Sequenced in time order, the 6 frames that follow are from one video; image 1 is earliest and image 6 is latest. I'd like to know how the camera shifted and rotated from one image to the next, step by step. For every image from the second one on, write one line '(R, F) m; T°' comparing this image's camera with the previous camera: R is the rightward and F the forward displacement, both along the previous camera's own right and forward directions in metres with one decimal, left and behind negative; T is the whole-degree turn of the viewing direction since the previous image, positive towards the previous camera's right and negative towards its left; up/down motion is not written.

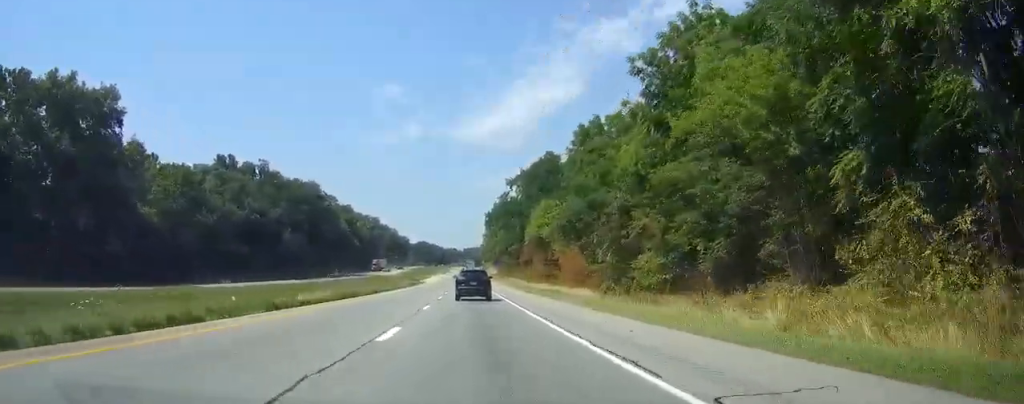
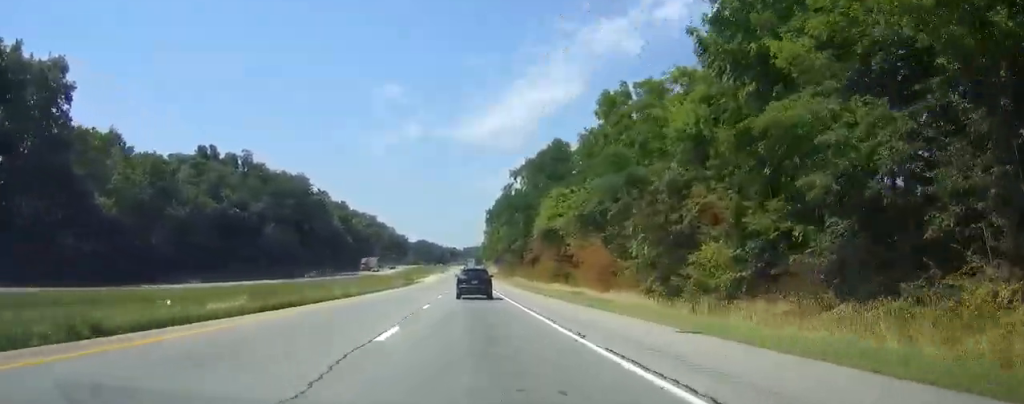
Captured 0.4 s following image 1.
(0.0, +12.5) m; 0°
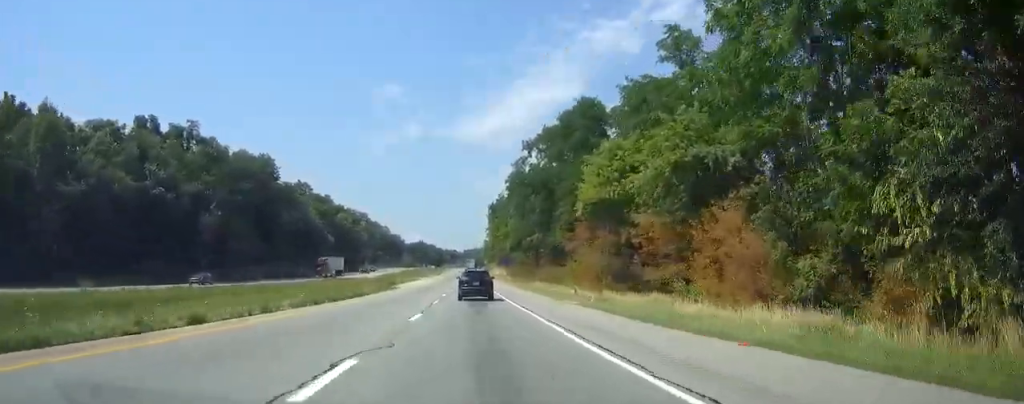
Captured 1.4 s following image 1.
(0.0, +30.9) m; 0°
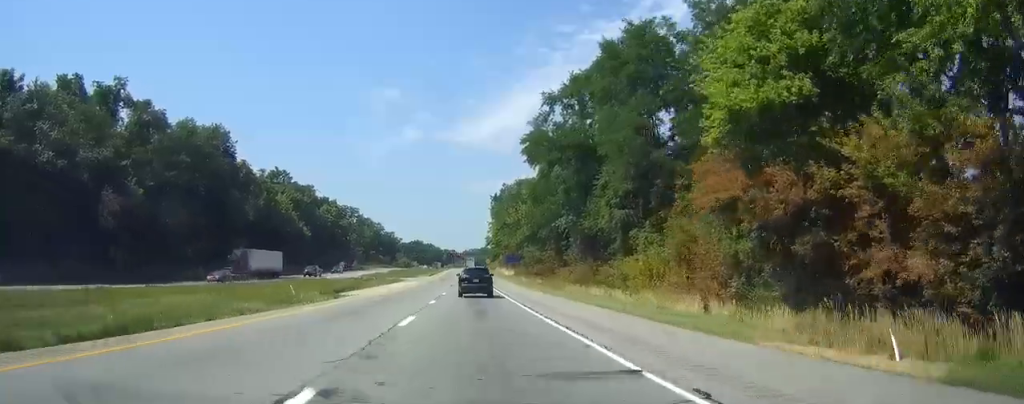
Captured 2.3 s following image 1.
(0.0, +27.6) m; 0°
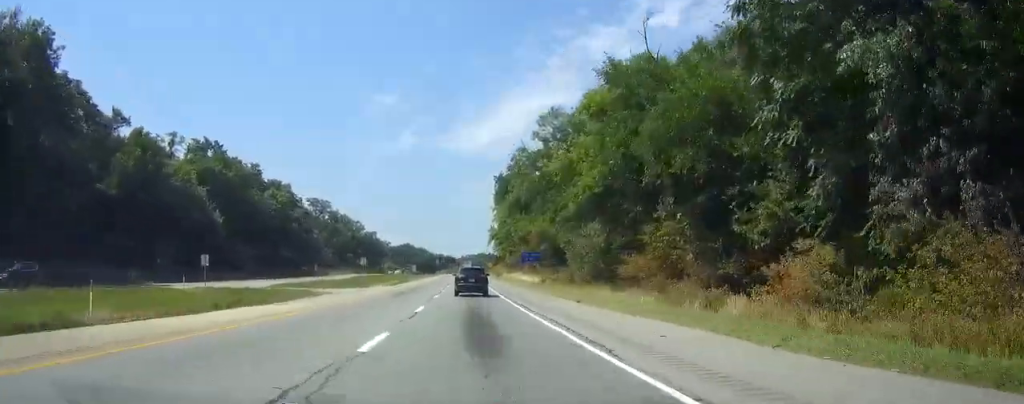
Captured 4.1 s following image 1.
(+0.1, +54.7) m; 0°
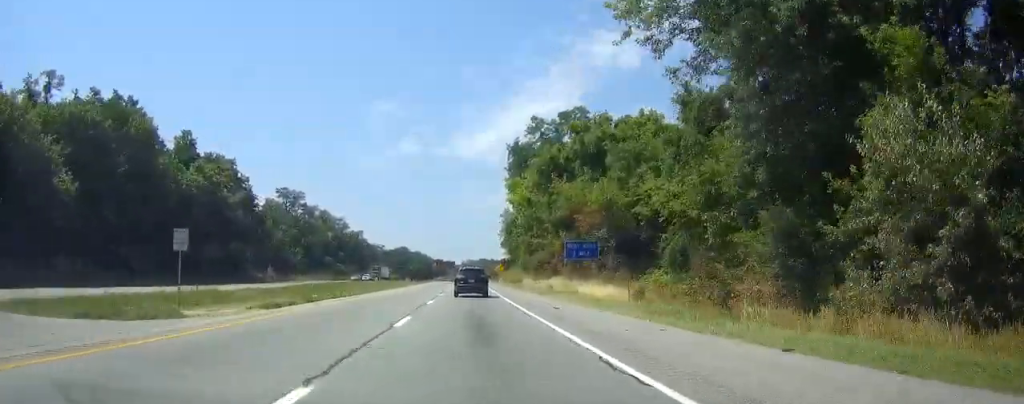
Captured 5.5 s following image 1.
(+0.1, +43.4) m; 0°
